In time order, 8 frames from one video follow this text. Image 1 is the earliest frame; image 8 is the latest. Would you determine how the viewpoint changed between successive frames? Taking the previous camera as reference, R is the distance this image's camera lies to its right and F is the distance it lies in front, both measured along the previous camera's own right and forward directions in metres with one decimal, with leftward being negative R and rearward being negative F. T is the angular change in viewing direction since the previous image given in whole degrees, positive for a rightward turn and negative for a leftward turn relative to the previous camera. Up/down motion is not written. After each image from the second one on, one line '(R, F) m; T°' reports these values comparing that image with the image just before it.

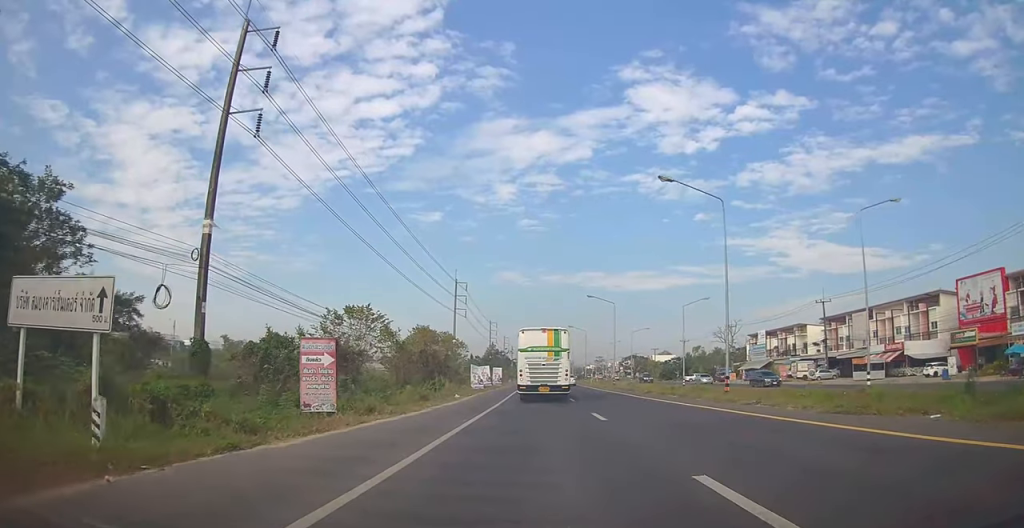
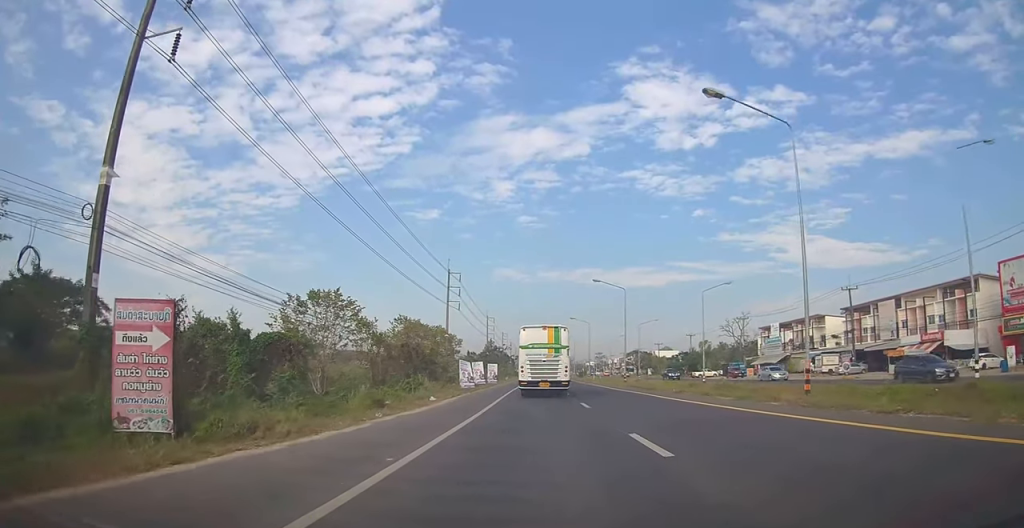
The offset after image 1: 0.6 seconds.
(+0.1, +7.1) m; 0°
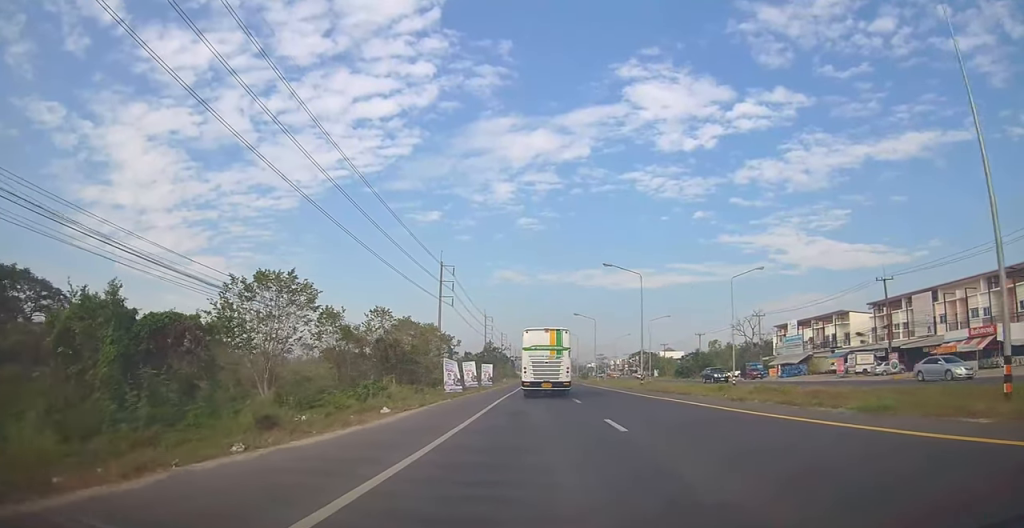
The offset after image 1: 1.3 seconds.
(-0.1, +7.8) m; 0°
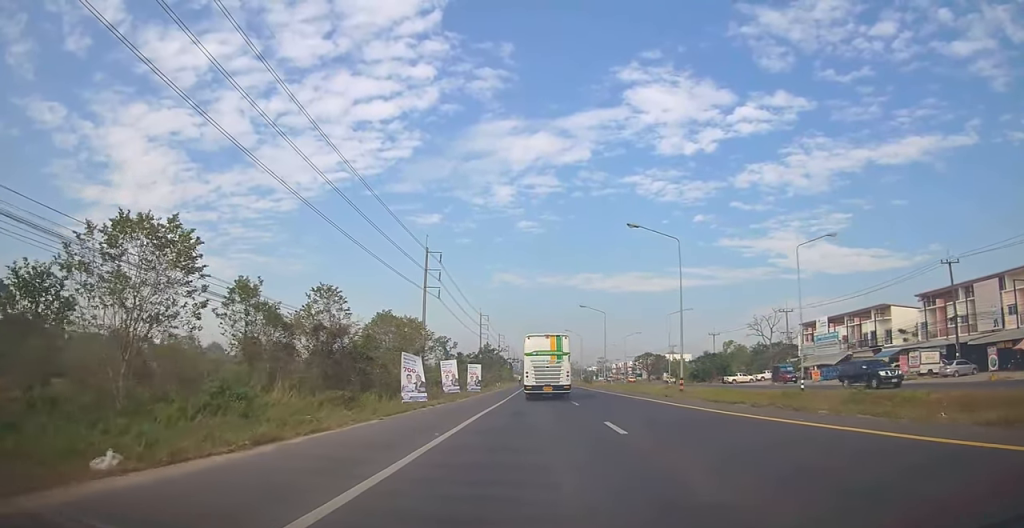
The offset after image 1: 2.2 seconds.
(0.0, +11.7) m; 0°
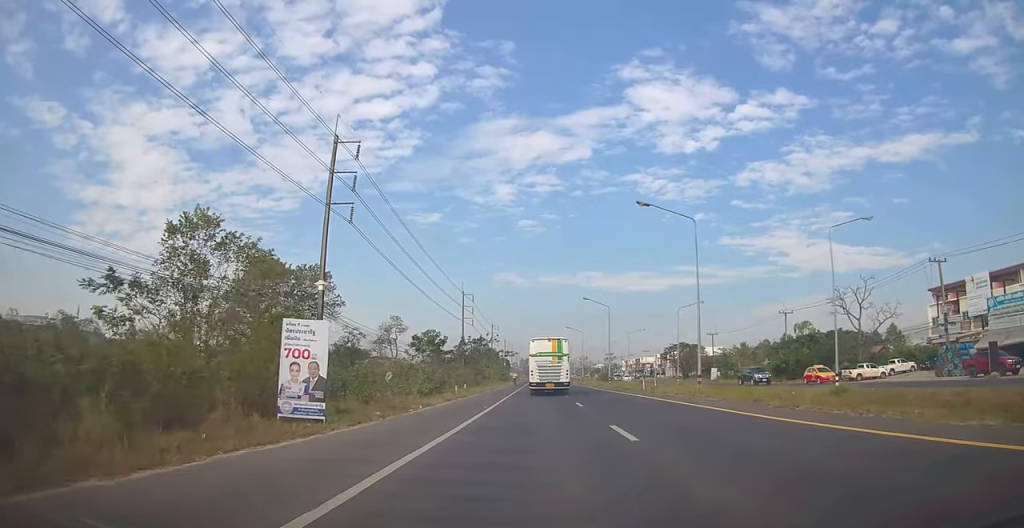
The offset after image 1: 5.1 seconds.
(+0.6, +37.4) m; +2°
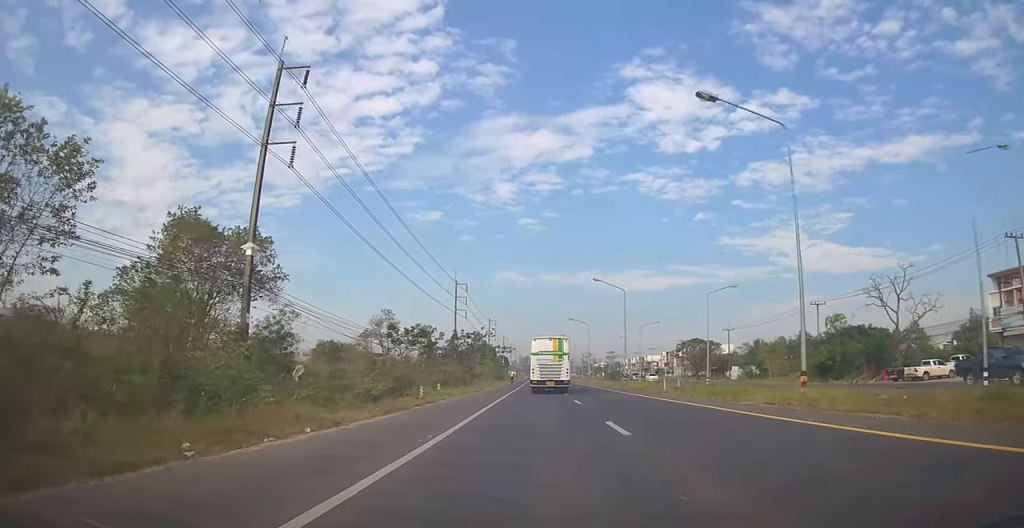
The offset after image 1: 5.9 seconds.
(0.0, +10.8) m; 0°
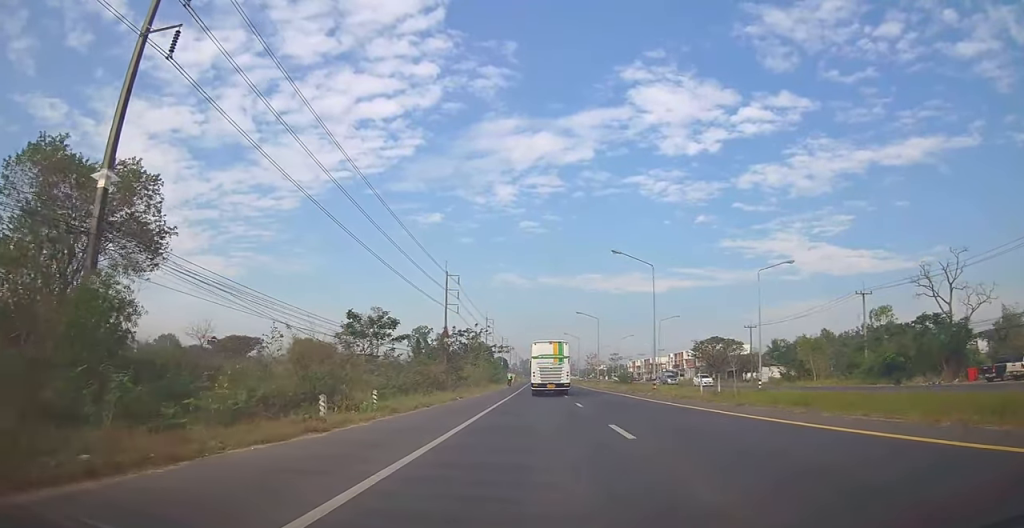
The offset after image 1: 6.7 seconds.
(+0.1, +12.0) m; 0°
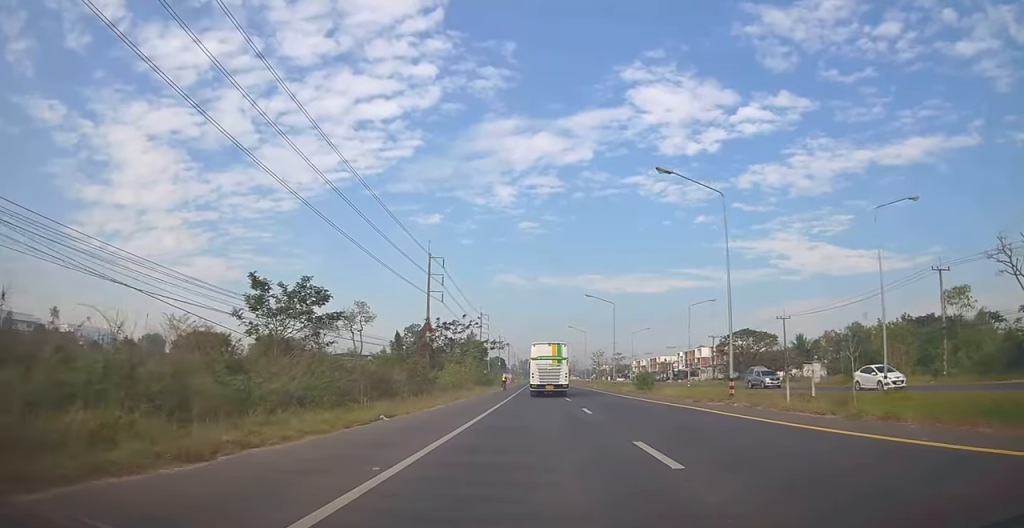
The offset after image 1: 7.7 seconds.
(-0.2, +15.1) m; -1°
